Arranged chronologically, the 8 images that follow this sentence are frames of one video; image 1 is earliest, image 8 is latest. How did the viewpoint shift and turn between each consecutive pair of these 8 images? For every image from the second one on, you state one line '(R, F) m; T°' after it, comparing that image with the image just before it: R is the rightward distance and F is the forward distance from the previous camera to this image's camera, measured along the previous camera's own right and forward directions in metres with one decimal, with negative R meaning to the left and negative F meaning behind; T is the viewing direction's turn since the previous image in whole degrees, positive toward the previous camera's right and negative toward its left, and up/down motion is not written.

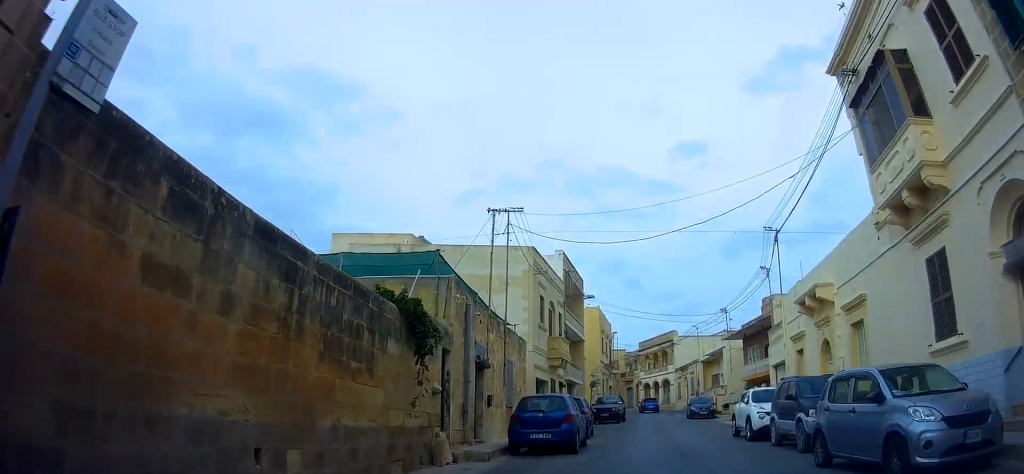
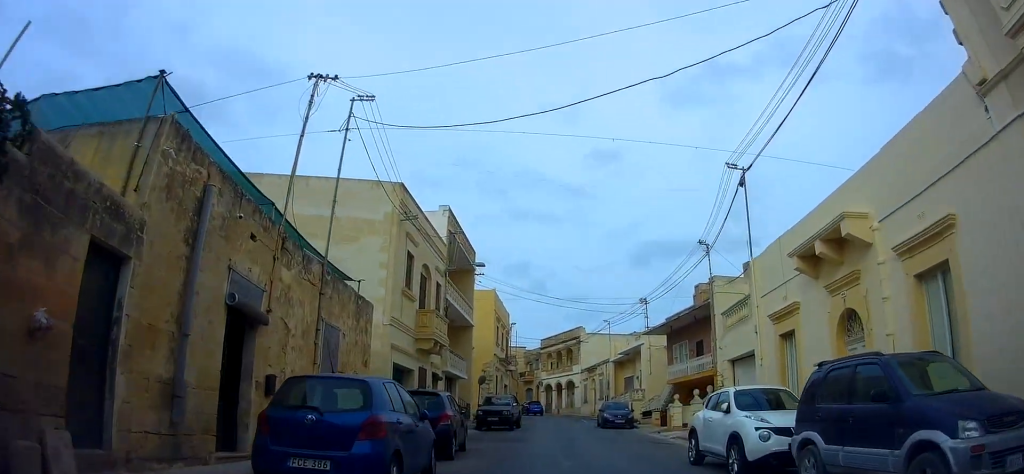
(+0.4, +6.5) m; +3°
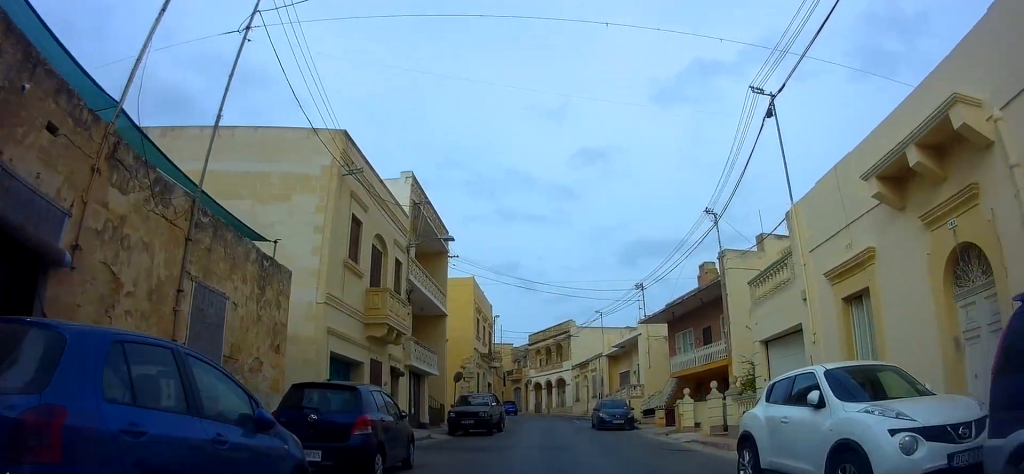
(0.0, +3.6) m; 0°
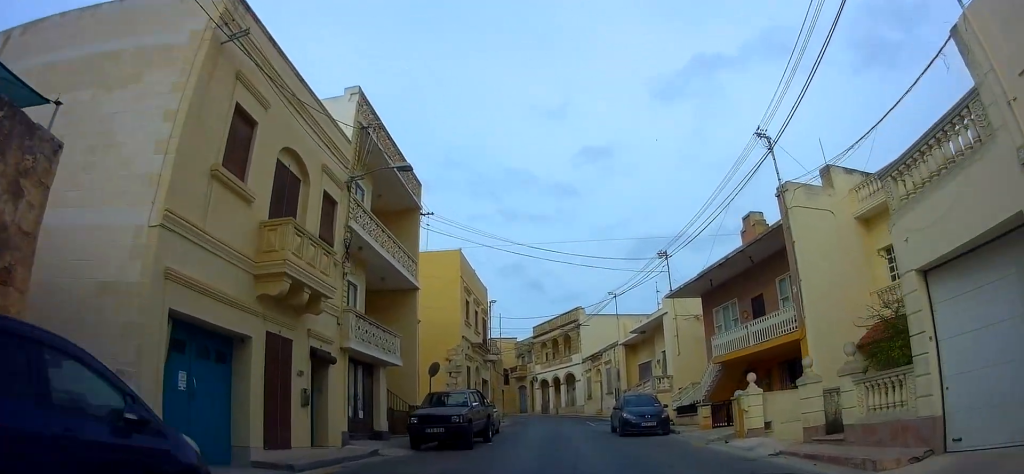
(-0.2, +6.0) m; +5°
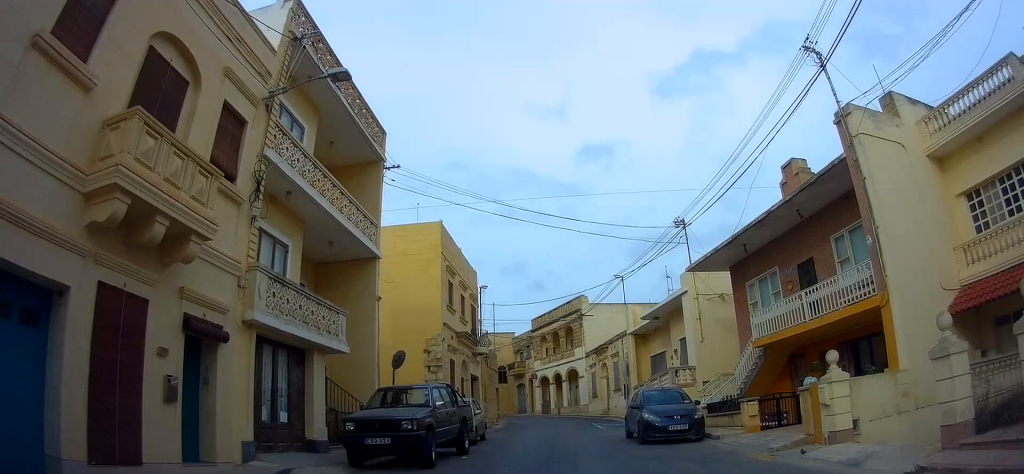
(+0.5, +4.3) m; +3°
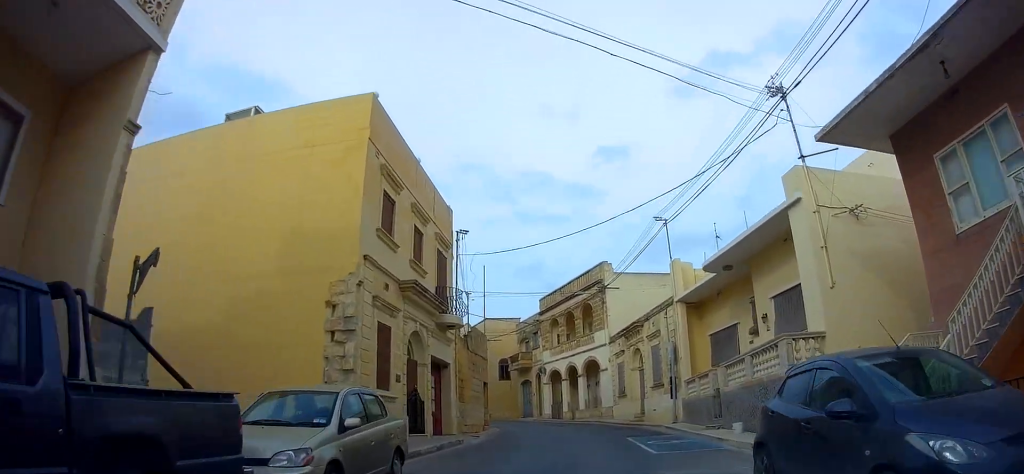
(+0.1, +10.5) m; -5°
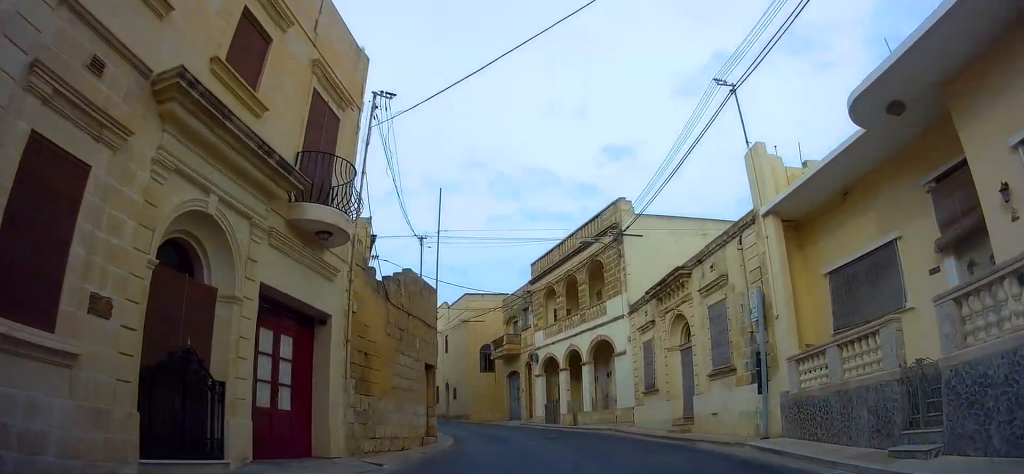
(-0.4, +10.3) m; 0°
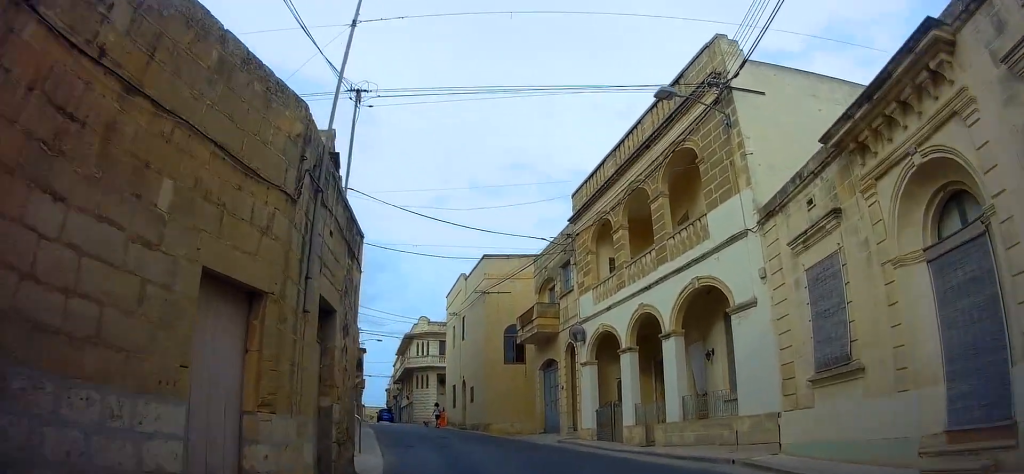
(-0.2, +11.7) m; -5°
